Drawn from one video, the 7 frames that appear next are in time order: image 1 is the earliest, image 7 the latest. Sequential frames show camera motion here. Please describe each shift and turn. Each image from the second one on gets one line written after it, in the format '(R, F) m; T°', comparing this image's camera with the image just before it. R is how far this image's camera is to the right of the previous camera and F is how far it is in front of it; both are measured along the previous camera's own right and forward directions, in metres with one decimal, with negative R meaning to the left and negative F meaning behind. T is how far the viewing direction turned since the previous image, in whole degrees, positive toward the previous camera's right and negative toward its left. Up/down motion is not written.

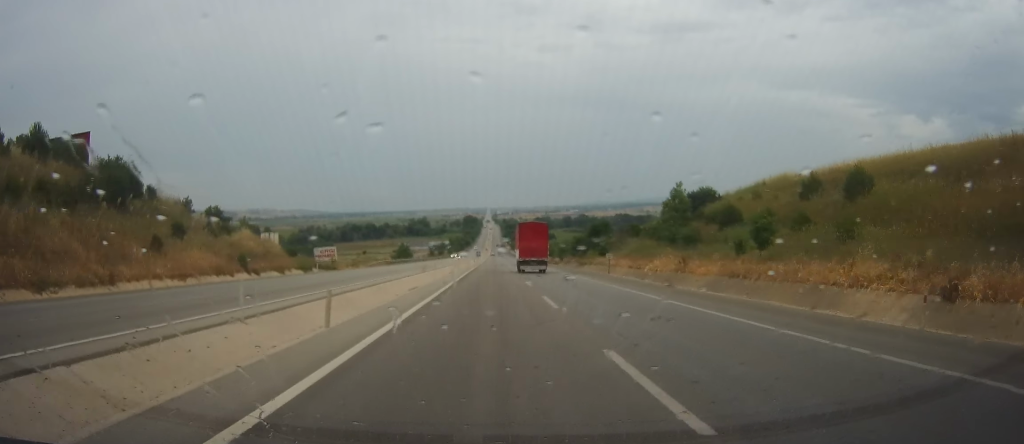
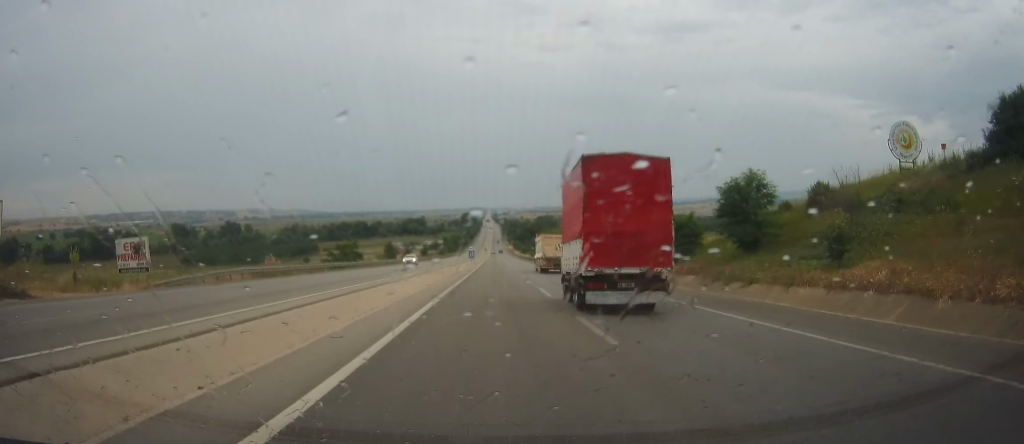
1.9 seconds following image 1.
(-0.8, +54.9) m; -1°
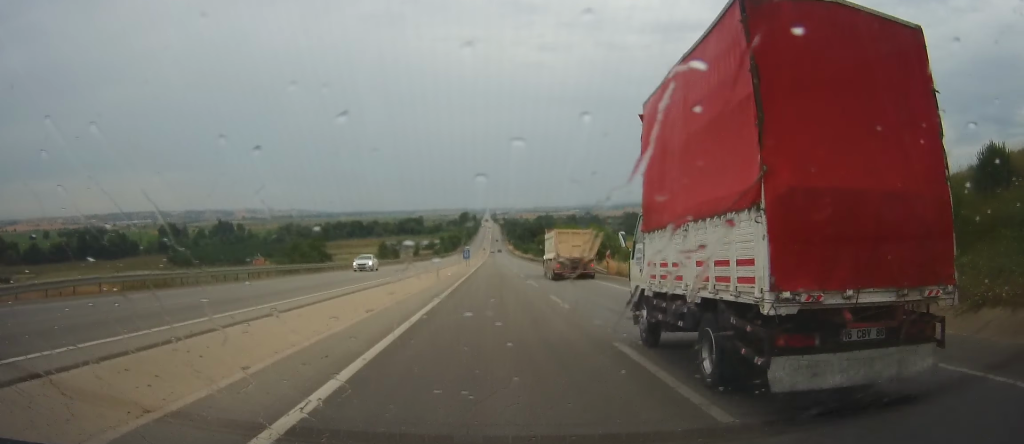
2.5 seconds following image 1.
(0.0, +16.9) m; 0°
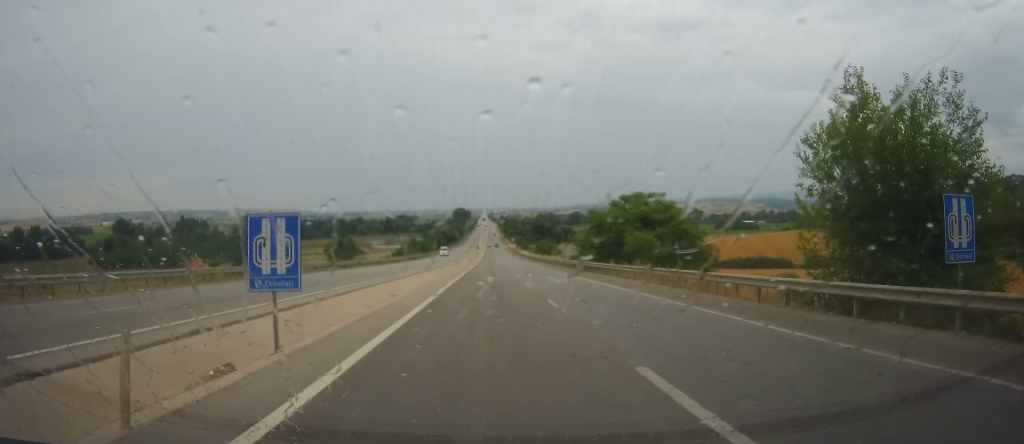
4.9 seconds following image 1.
(+0.4, +73.4) m; 0°
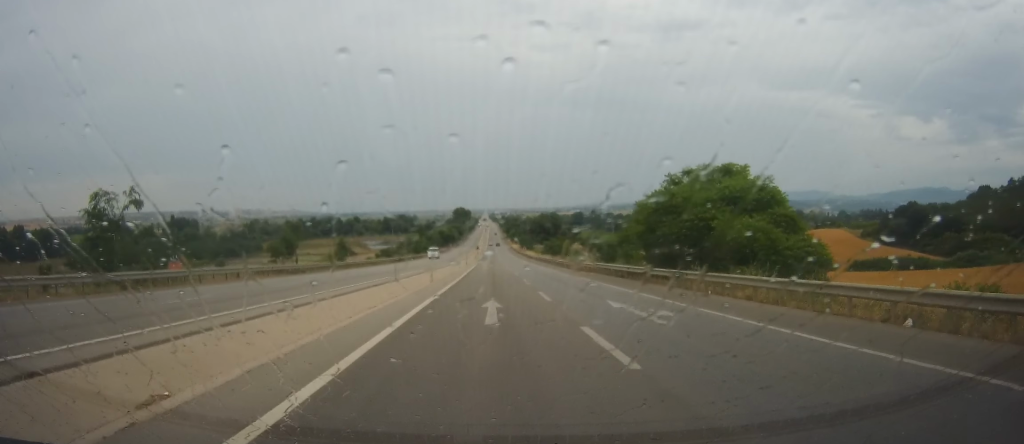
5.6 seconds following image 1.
(-0.3, +19.7) m; -1°
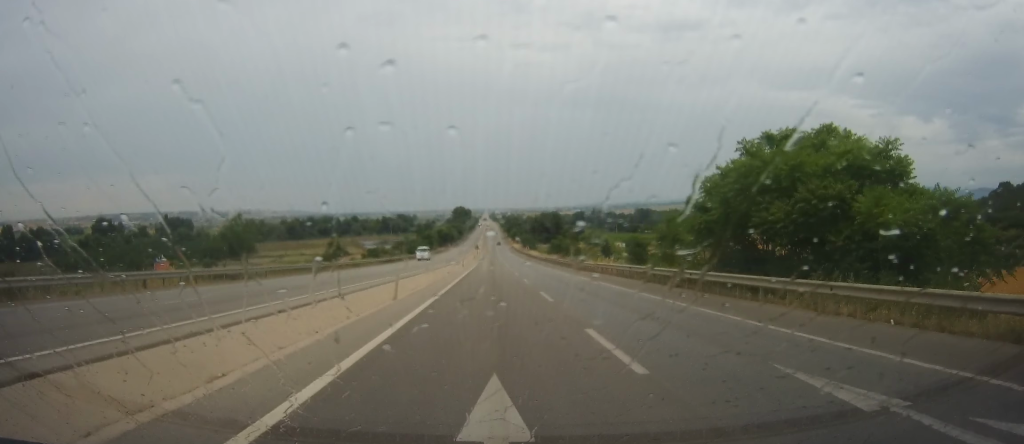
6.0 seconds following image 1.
(-0.2, +12.6) m; 0°
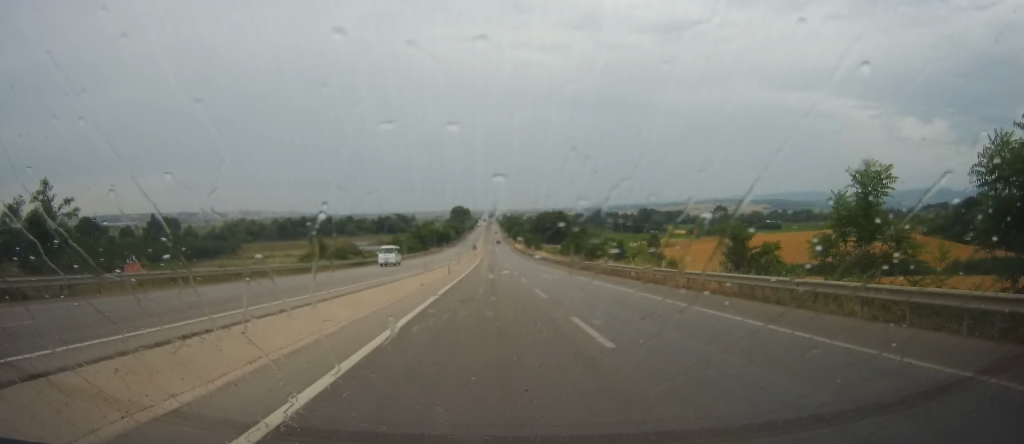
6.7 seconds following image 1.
(0.0, +21.4) m; 0°
